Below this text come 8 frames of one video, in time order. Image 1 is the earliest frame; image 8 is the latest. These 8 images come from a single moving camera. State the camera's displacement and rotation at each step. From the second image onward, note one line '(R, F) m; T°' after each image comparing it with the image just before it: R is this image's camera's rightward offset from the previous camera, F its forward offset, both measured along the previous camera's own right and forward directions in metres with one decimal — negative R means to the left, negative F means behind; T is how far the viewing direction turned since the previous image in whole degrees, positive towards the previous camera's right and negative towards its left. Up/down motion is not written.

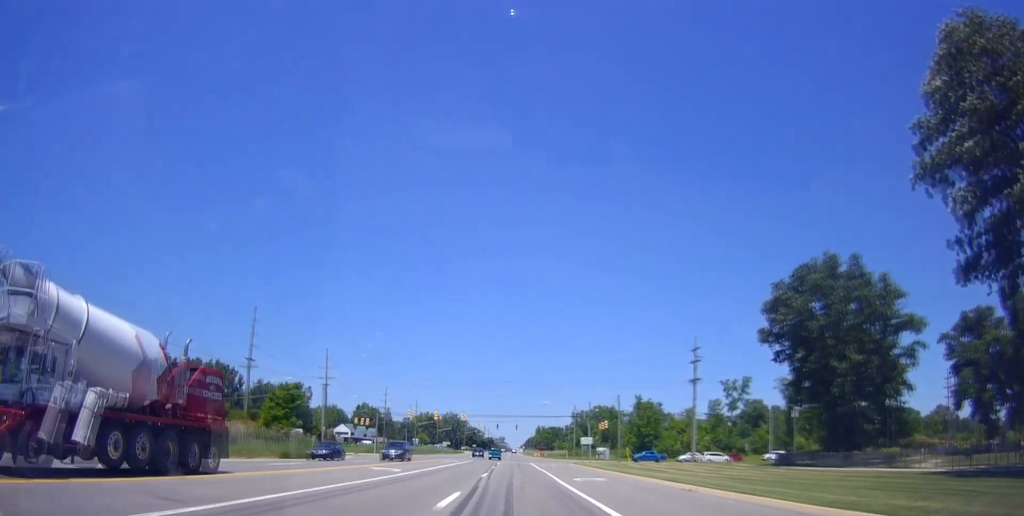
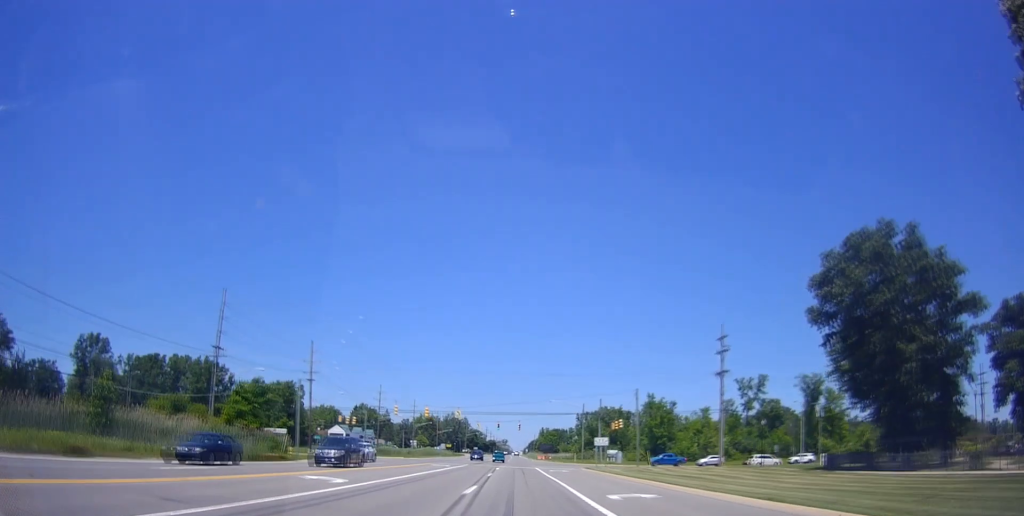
(-0.1, +10.2) m; -1°
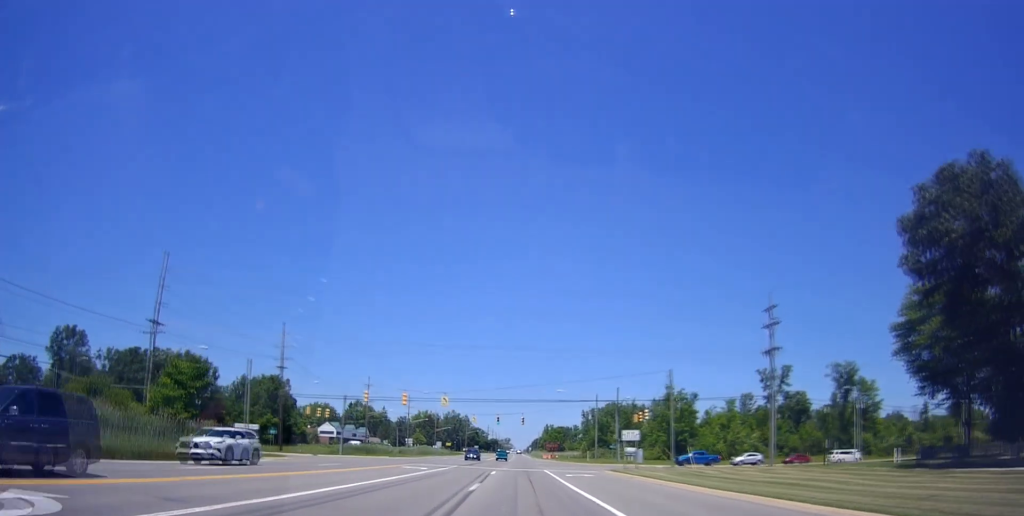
(-0.1, +14.2) m; -2°
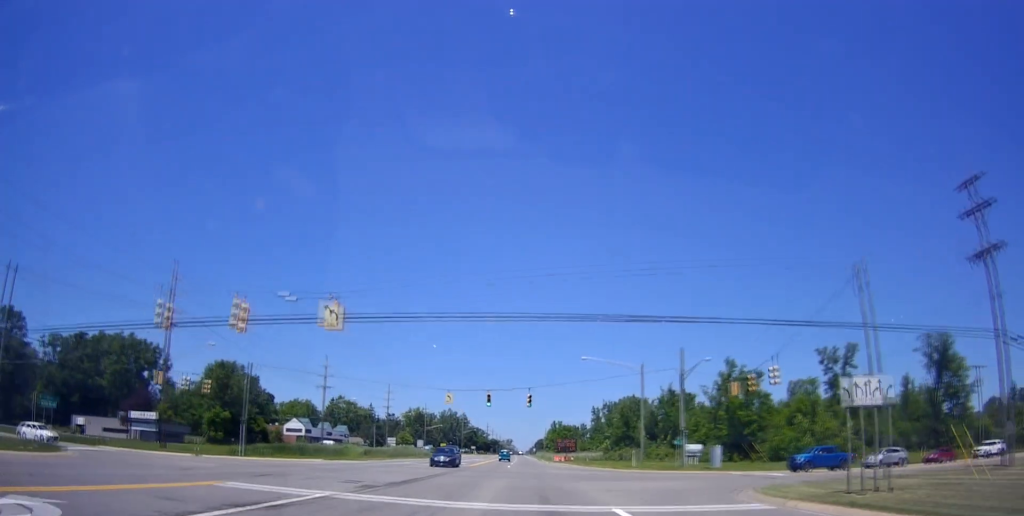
(-0.1, +32.1) m; +1°
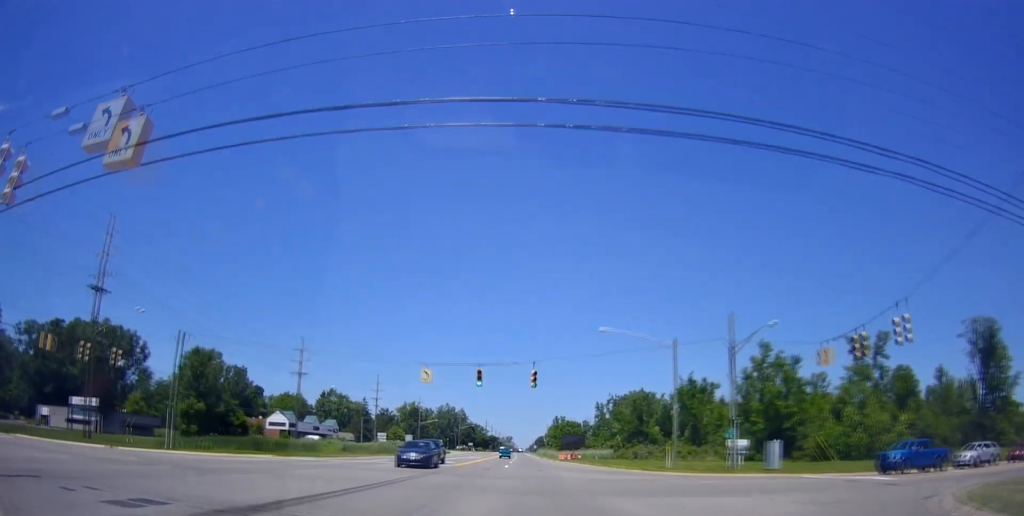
(0.0, +12.5) m; 0°
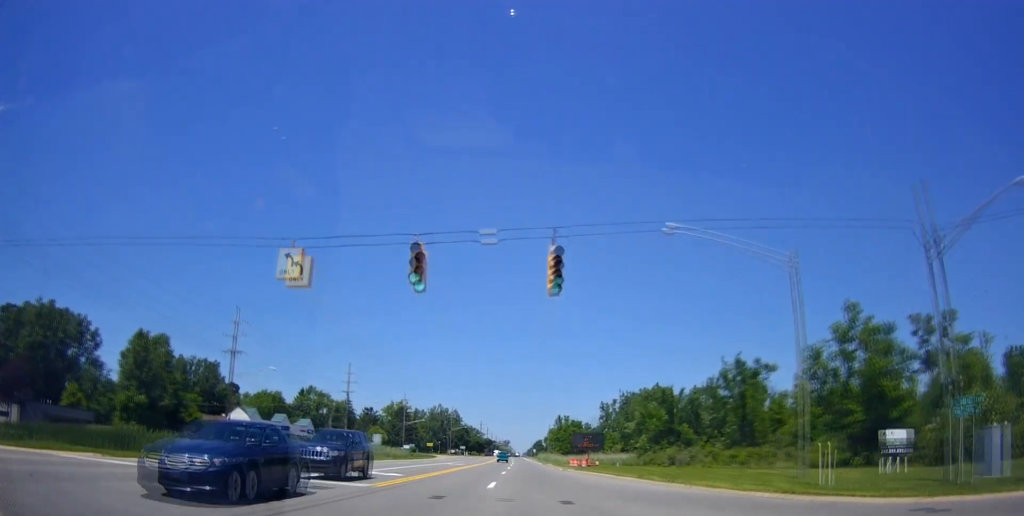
(-0.1, +22.3) m; 0°
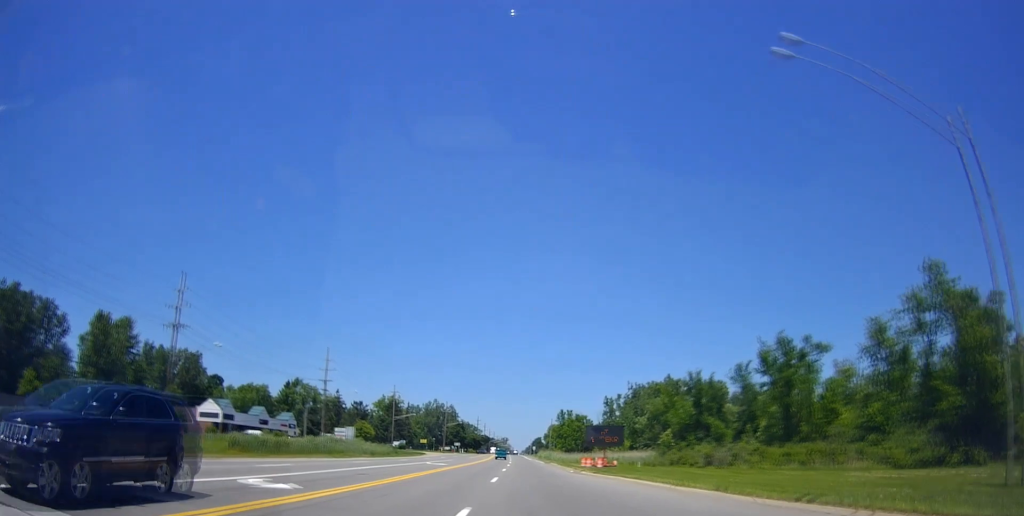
(+0.3, +13.2) m; -1°
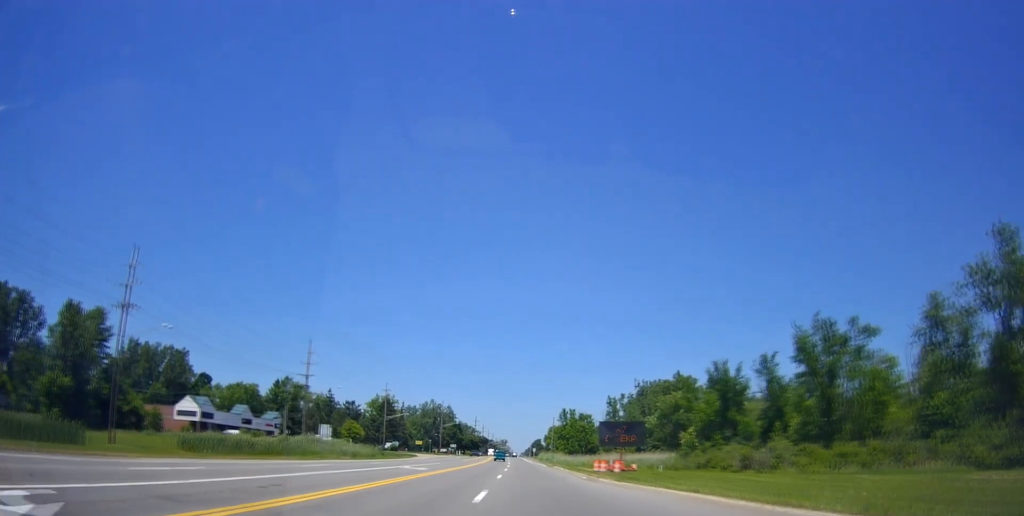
(-0.3, +9.0) m; 0°
